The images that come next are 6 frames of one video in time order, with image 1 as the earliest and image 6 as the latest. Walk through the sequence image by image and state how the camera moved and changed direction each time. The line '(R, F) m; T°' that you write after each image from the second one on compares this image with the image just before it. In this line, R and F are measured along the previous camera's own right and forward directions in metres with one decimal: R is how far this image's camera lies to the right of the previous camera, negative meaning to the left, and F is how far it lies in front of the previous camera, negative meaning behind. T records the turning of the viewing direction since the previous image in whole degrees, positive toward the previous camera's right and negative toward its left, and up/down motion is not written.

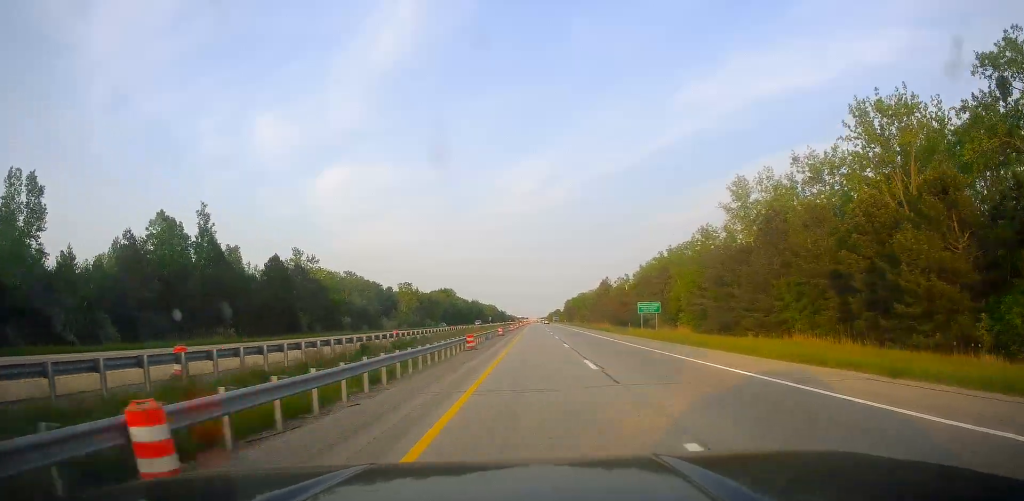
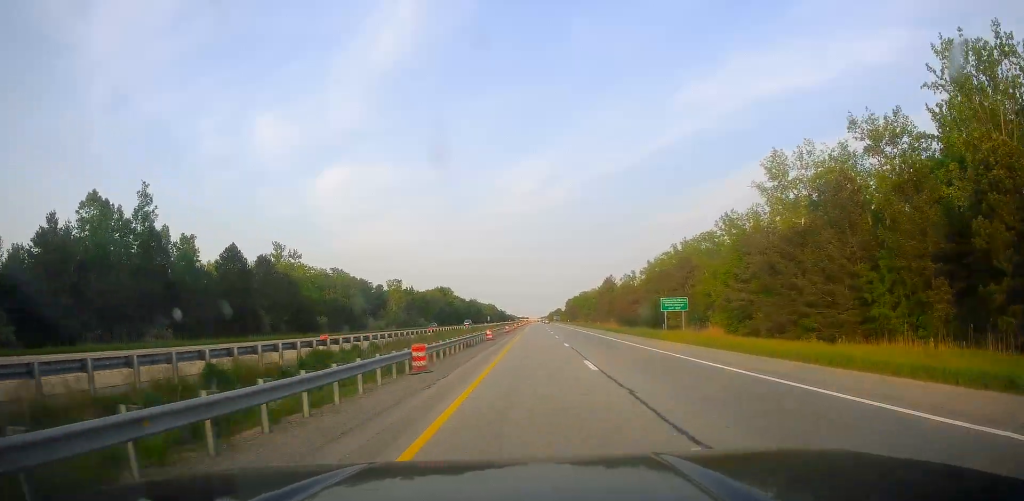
(0.0, +15.5) m; 0°
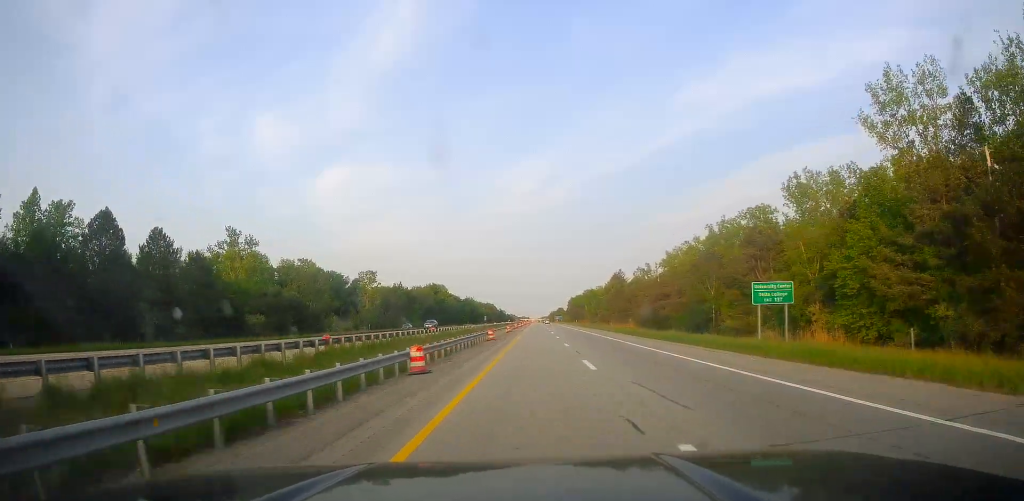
(+0.4, +29.9) m; +1°
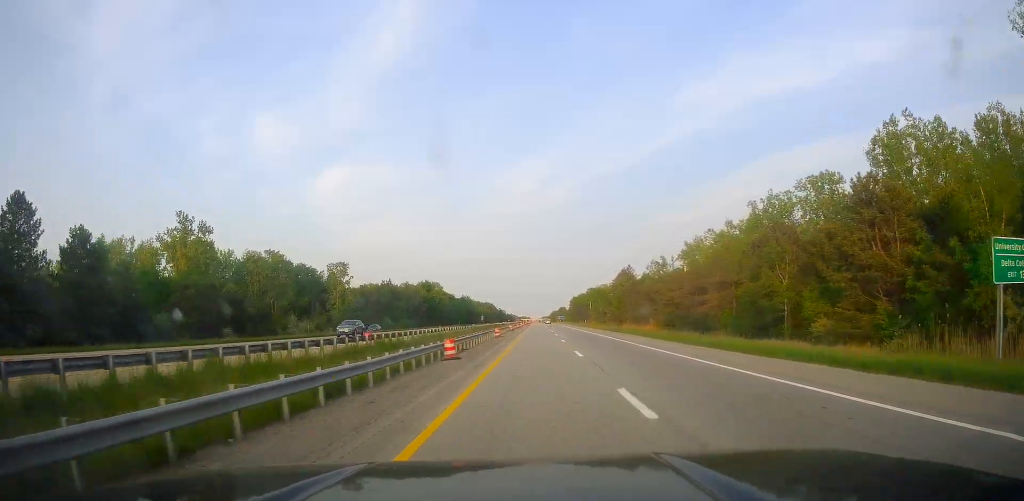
(0.0, +24.1) m; 0°
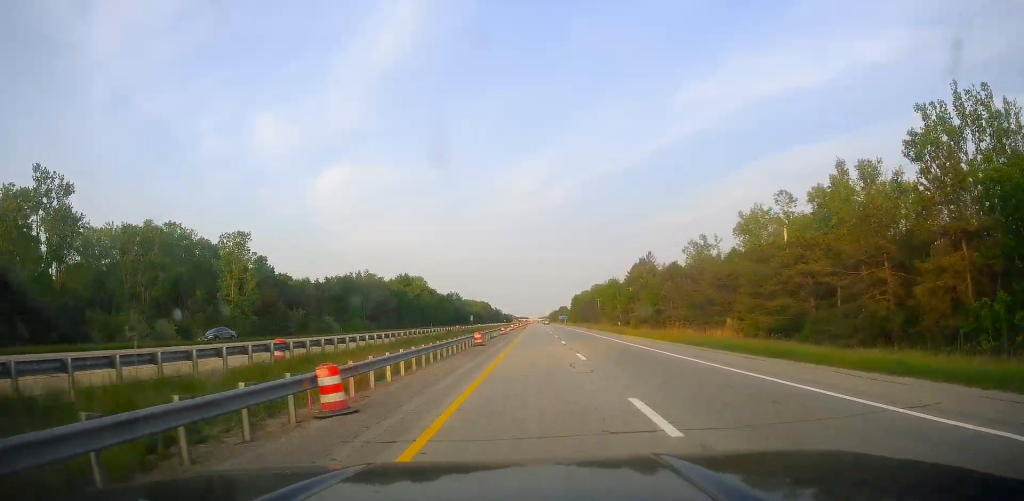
(0.0, +47.1) m; 0°
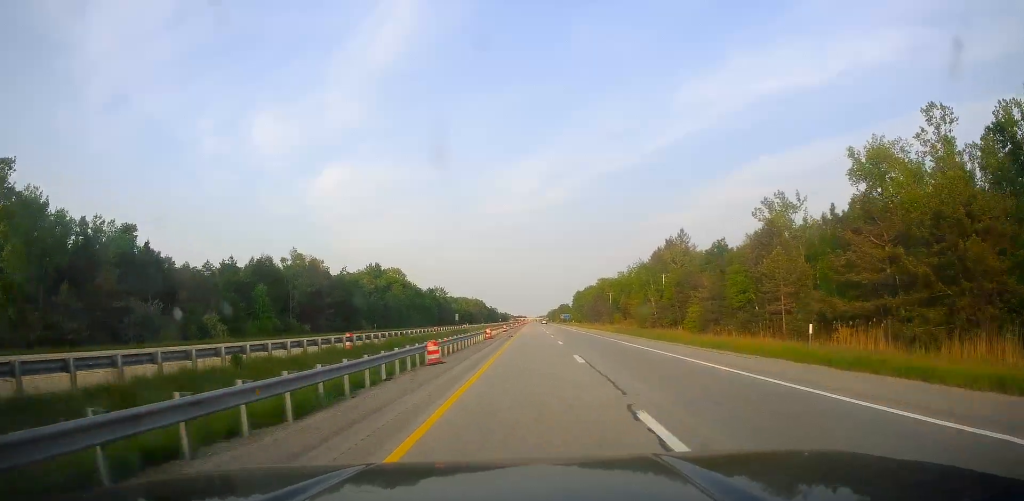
(-0.4, +47.1) m; -1°
